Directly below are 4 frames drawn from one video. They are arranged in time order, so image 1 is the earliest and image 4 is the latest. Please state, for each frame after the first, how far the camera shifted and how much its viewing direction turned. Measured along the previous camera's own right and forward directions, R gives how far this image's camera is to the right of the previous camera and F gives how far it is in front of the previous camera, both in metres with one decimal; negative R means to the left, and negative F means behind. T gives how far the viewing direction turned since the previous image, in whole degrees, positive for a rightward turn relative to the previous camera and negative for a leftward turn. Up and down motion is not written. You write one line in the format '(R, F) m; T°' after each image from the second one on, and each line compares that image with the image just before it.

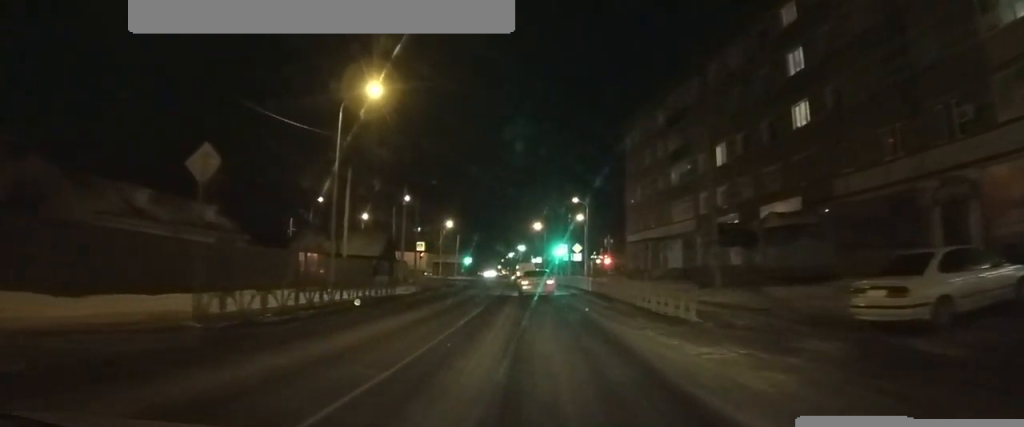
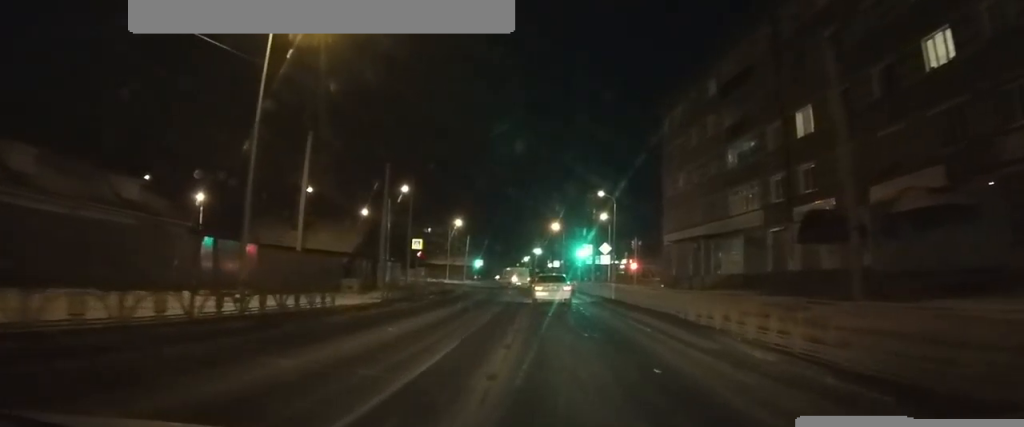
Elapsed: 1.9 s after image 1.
(-0.4, +13.2) m; -3°
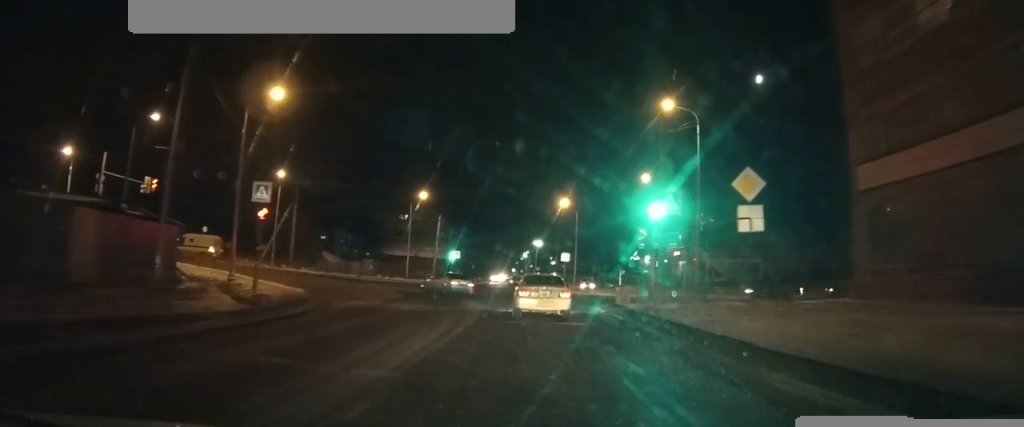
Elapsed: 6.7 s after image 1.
(0.0, +32.9) m; 0°
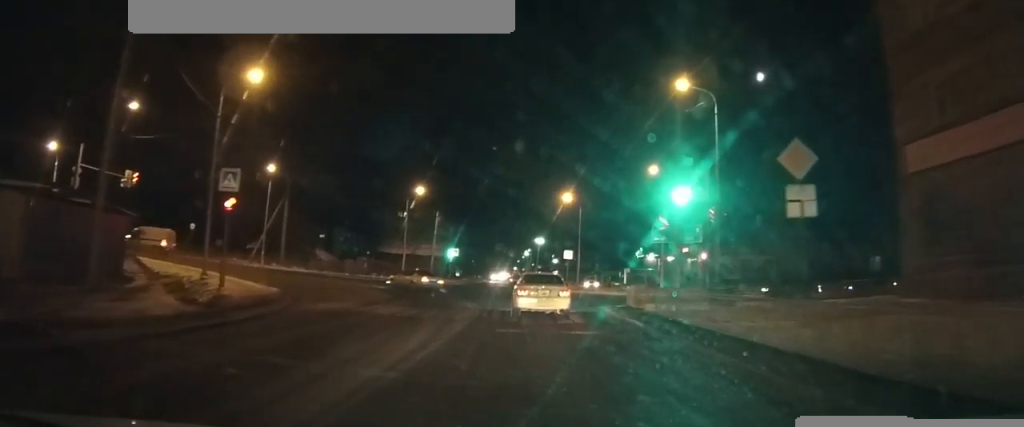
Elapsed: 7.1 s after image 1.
(0.0, +3.0) m; 0°
